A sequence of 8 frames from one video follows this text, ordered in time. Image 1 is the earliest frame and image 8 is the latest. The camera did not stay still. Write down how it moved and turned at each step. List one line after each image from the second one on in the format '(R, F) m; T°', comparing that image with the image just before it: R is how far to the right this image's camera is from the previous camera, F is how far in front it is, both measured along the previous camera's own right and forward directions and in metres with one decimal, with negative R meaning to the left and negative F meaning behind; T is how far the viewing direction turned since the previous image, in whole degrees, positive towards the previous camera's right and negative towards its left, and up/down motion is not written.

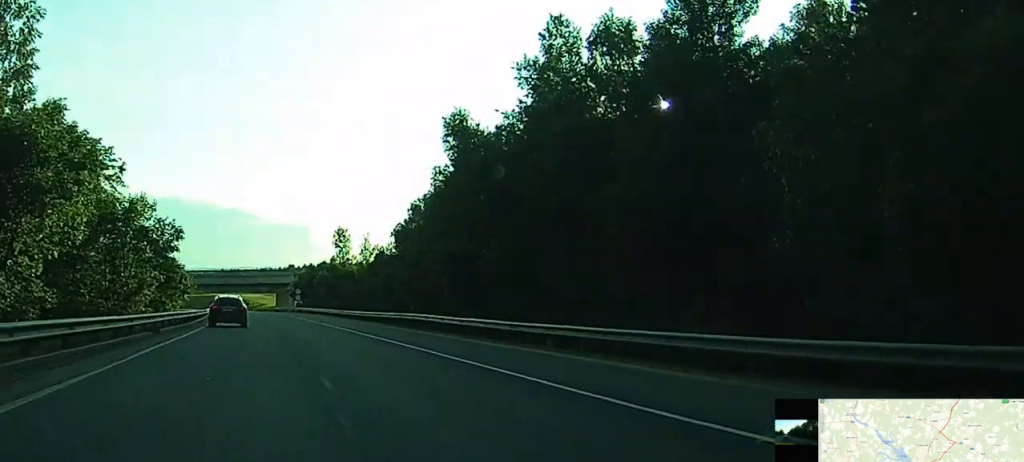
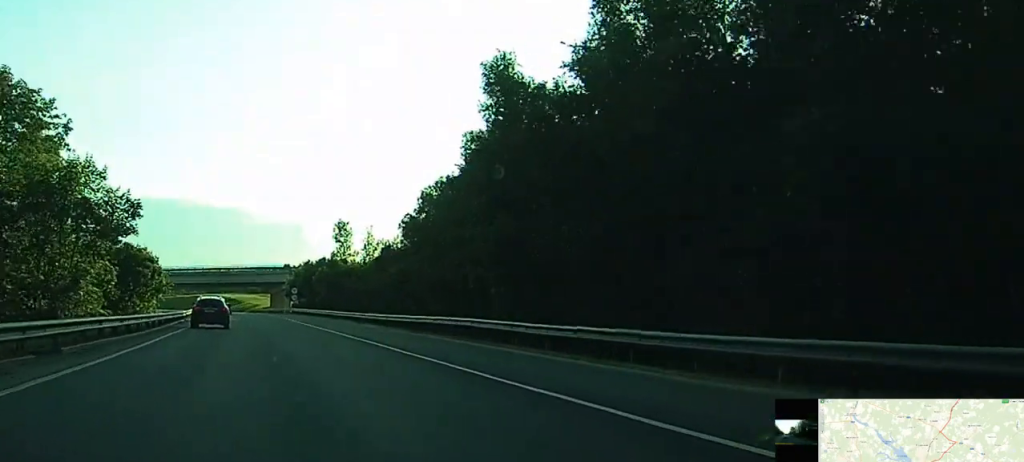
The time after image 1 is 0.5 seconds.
(0.0, +13.6) m; 0°
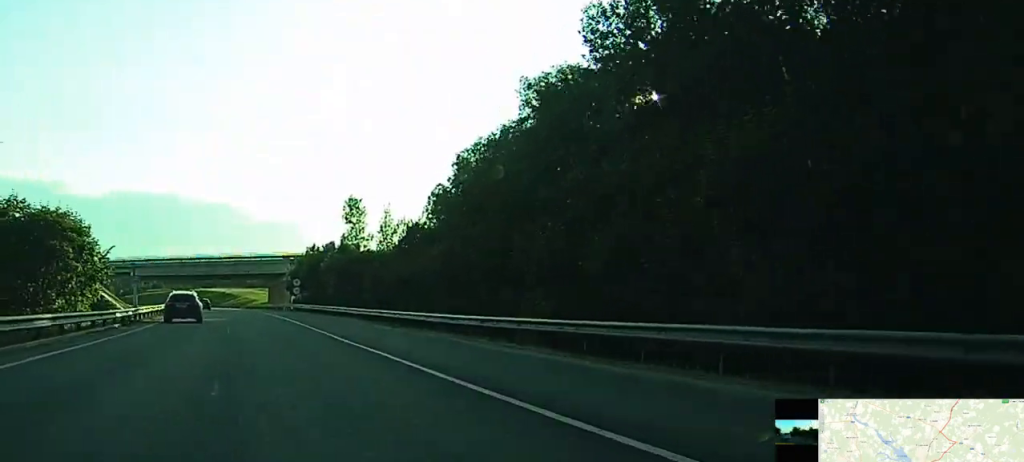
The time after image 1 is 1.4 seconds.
(0.0, +23.5) m; 0°
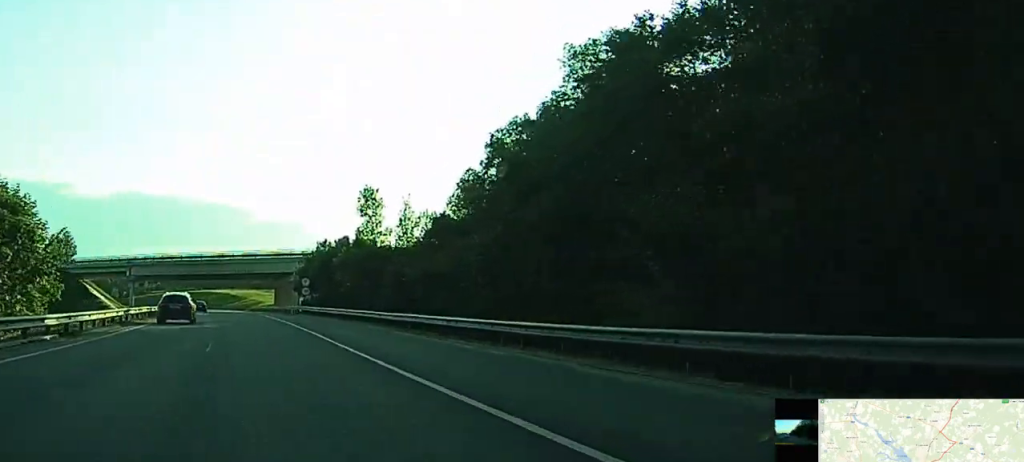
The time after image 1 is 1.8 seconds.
(+0.1, +11.6) m; 0°
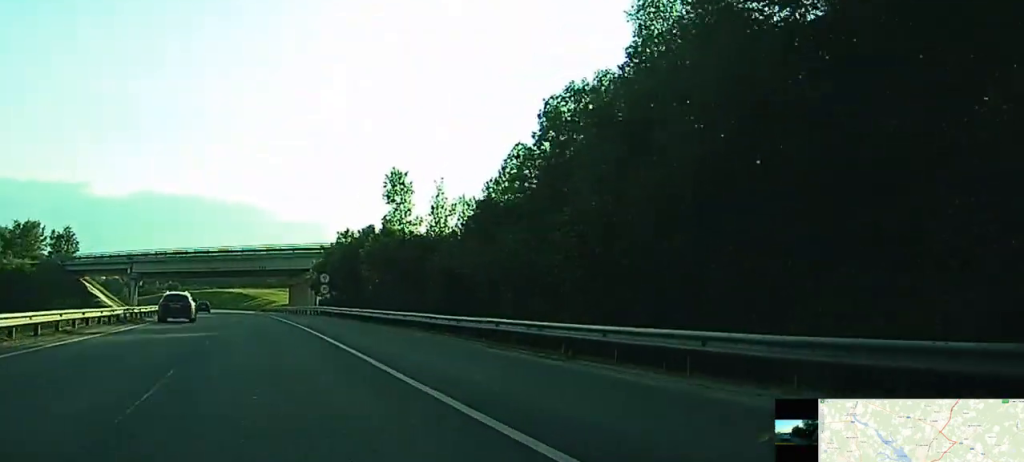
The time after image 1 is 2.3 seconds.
(0.0, +12.5) m; 0°
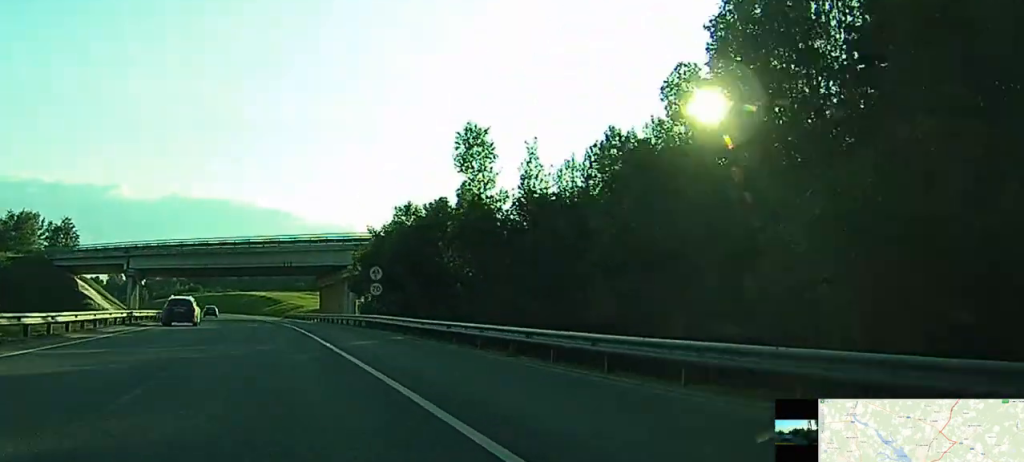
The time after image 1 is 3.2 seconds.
(-0.3, +24.7) m; -1°
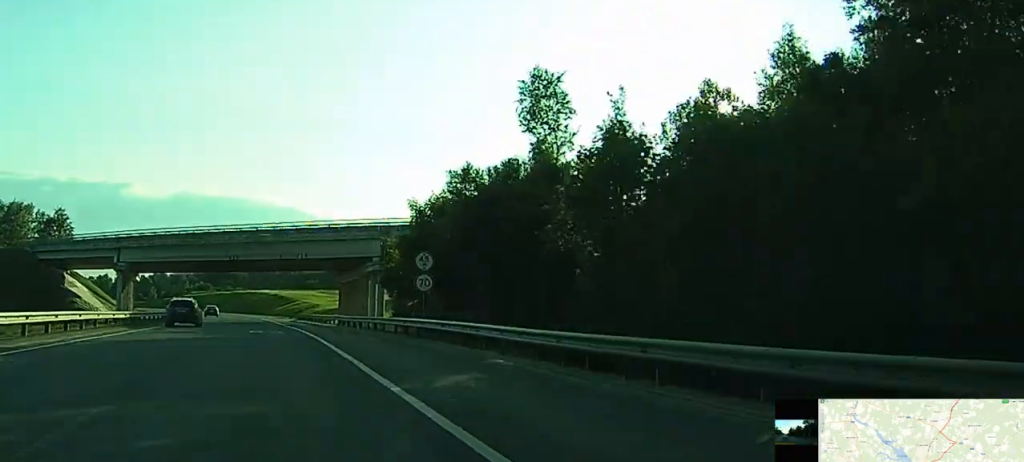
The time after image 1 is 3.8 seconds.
(-0.1, +14.8) m; -1°
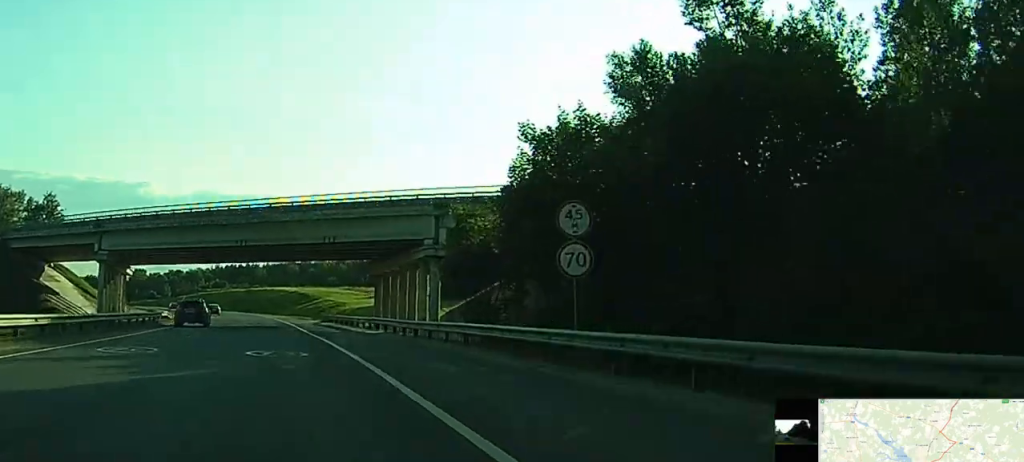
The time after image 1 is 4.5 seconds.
(-0.1, +19.0) m; -1°
